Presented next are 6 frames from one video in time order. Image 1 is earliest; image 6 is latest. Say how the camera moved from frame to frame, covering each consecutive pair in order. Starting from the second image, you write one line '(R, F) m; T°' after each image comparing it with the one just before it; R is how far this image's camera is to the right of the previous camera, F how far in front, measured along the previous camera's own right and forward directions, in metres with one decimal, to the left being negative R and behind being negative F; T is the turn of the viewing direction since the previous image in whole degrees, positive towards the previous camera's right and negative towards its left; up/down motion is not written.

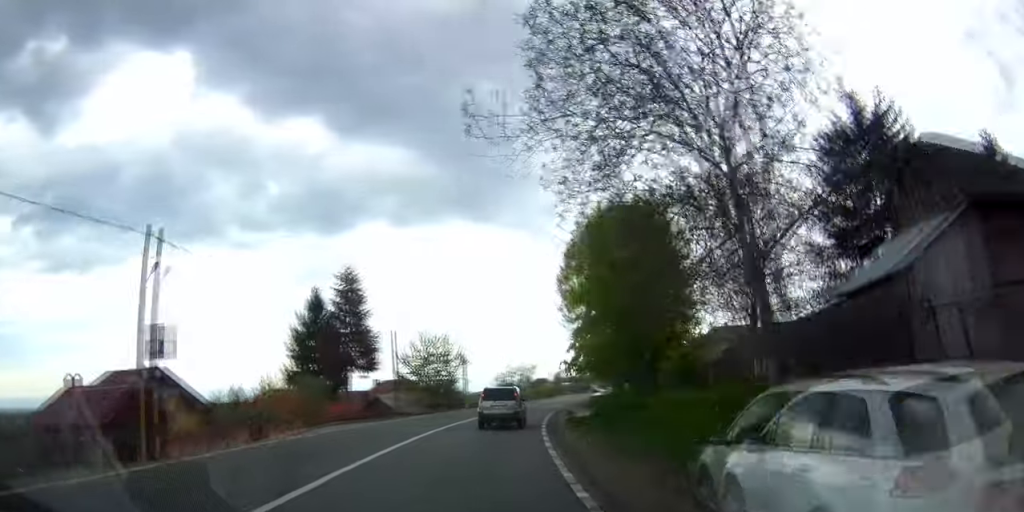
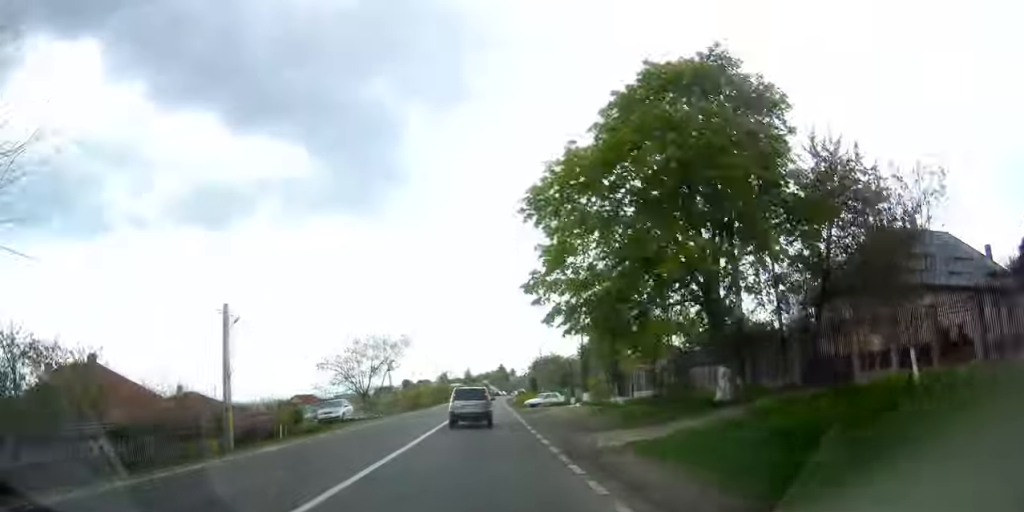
(+3.3, +48.7) m; +10°
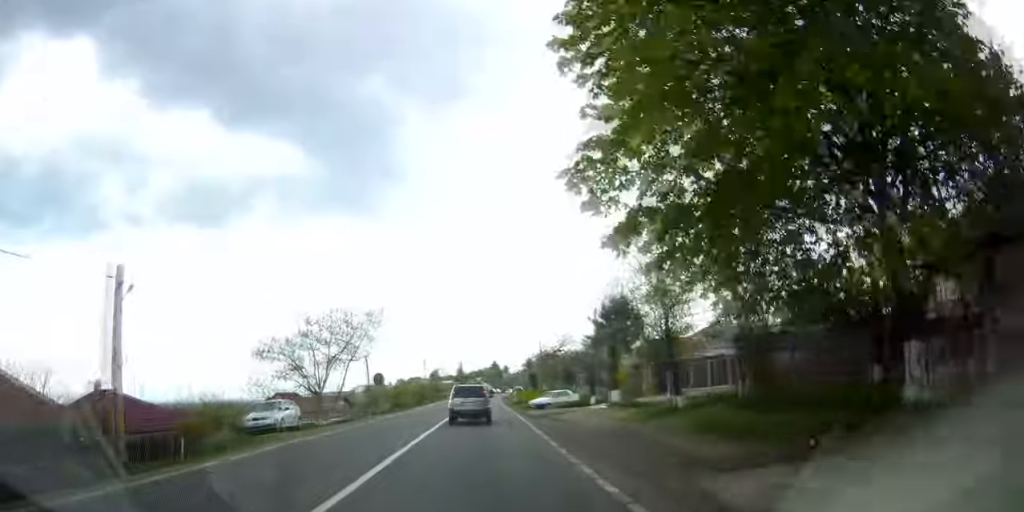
(+0.1, +10.4) m; +3°
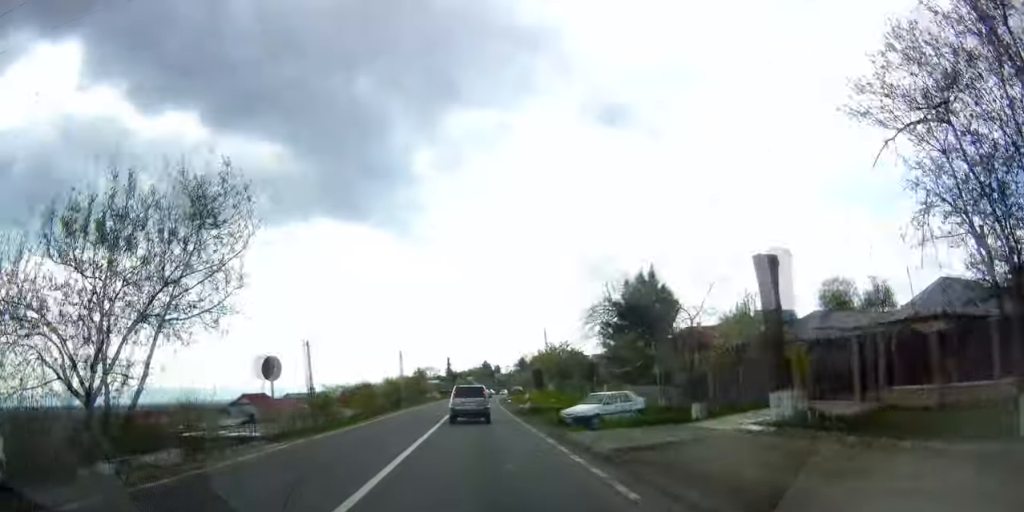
(+1.0, +18.6) m; +4°
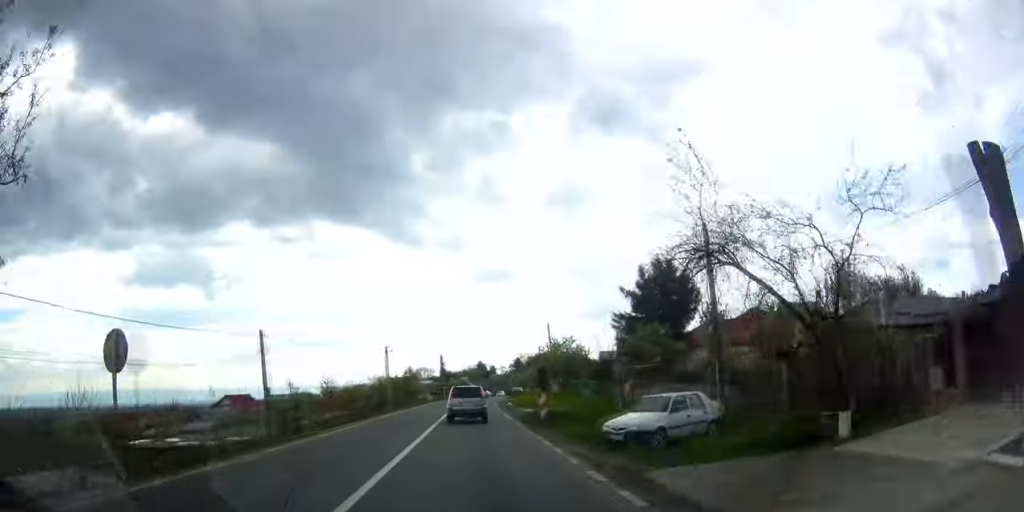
(+0.2, +8.3) m; 0°
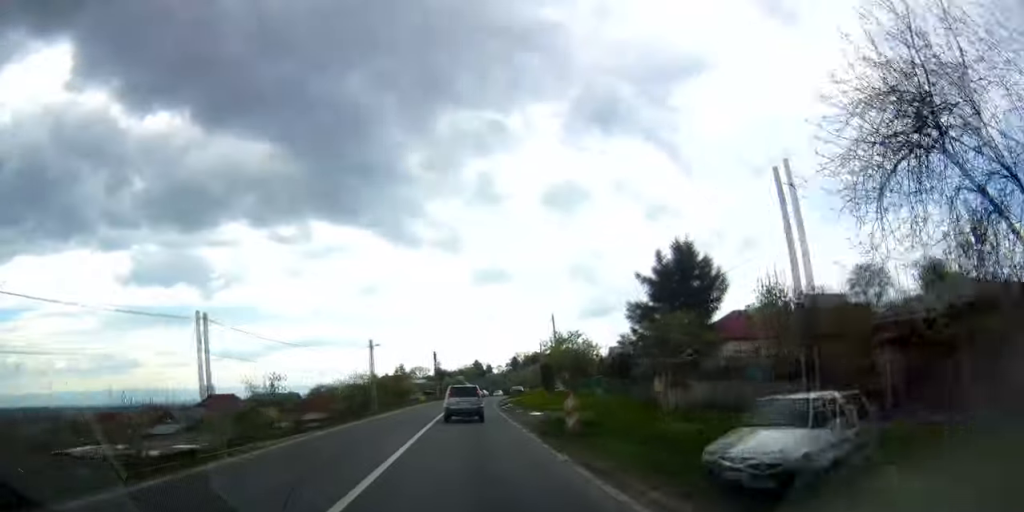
(+0.1, +7.5) m; 0°
